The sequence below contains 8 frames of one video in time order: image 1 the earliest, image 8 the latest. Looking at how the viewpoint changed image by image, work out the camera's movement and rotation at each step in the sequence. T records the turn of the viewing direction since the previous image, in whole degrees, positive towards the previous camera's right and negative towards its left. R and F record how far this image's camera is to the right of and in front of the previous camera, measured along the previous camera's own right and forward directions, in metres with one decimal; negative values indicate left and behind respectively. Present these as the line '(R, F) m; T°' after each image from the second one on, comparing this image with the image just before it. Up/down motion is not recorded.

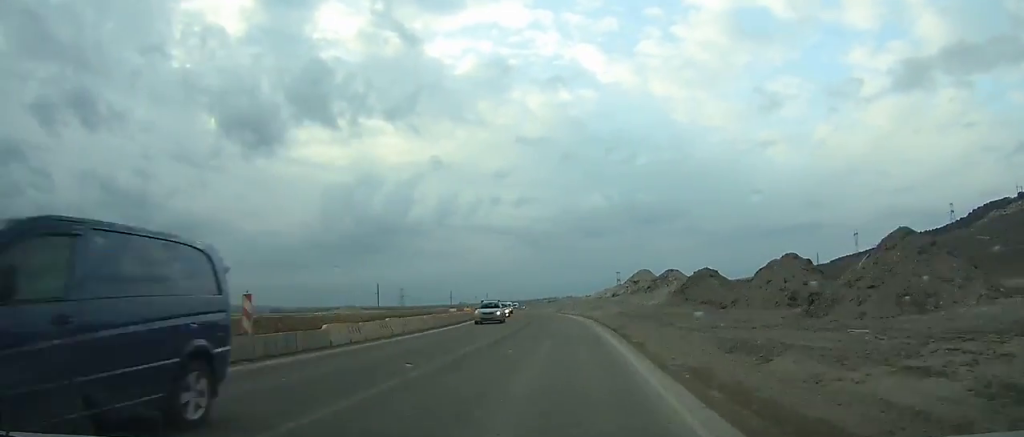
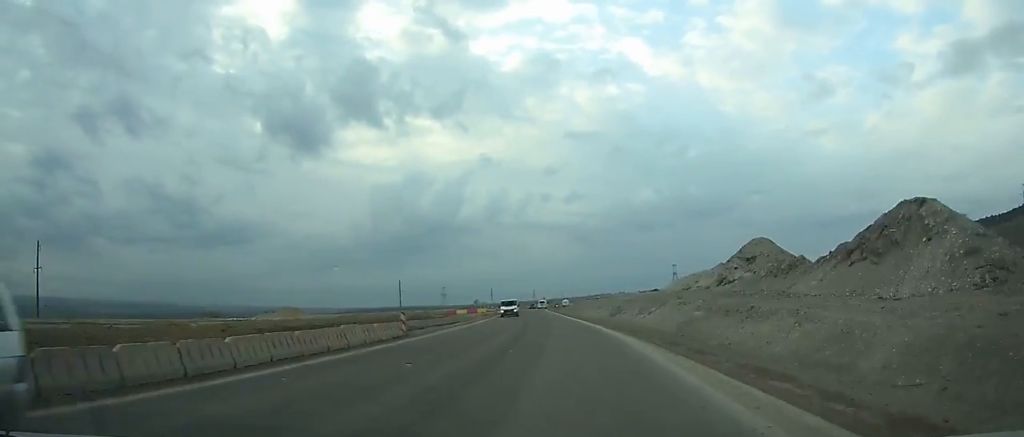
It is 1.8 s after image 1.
(-0.8, +44.1) m; -2°
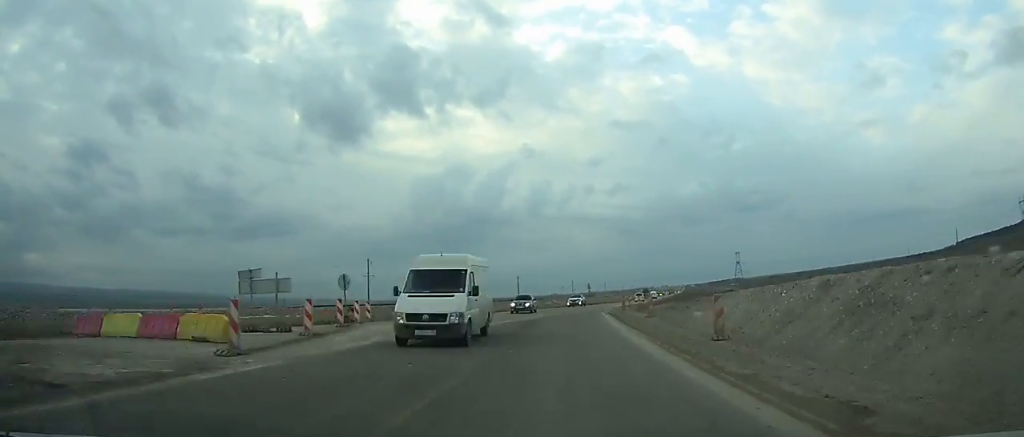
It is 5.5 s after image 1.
(-3.6, +88.9) m; 0°
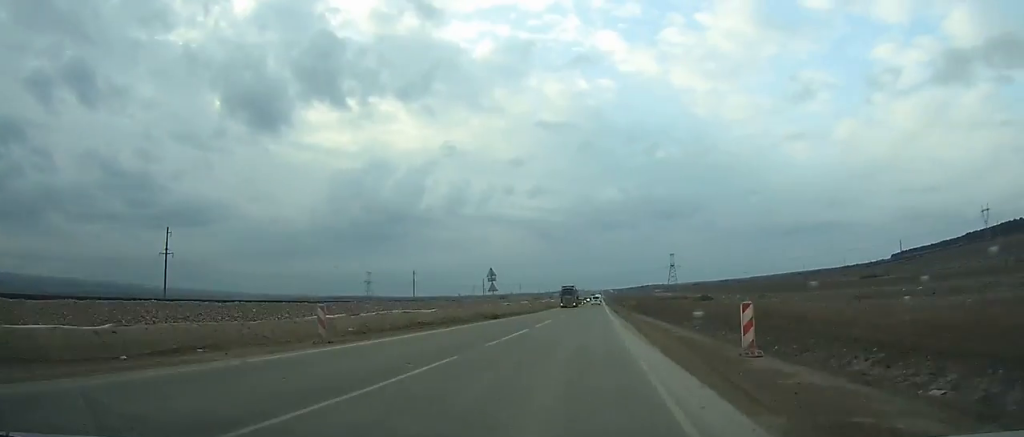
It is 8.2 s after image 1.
(+1.9, +64.5) m; +4°
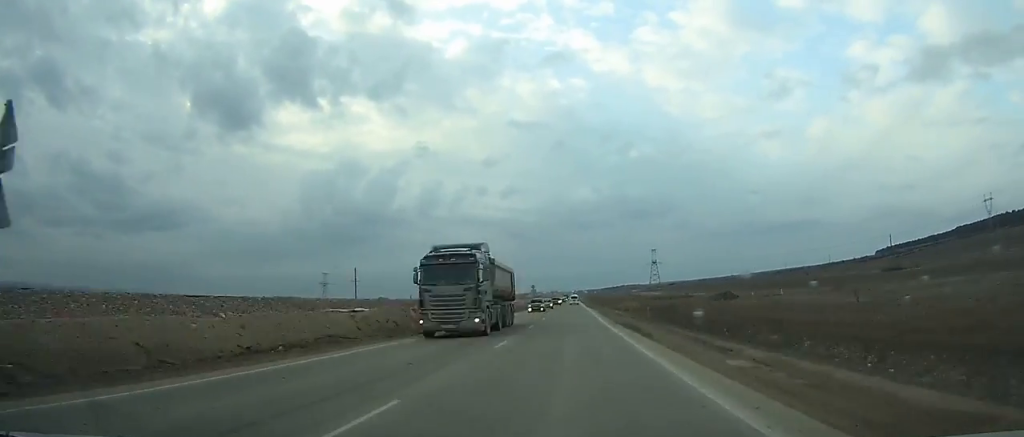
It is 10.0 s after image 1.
(+1.7, +43.4) m; +3°
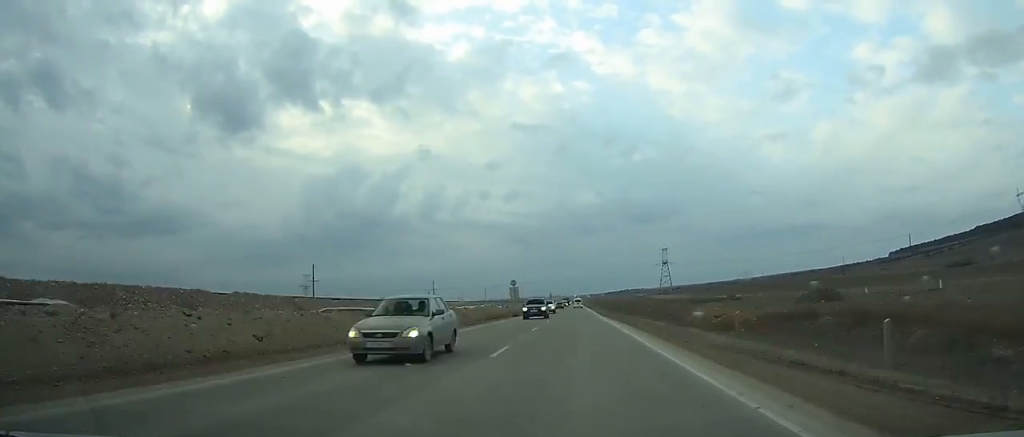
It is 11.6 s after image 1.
(+0.5, +40.1) m; 0°
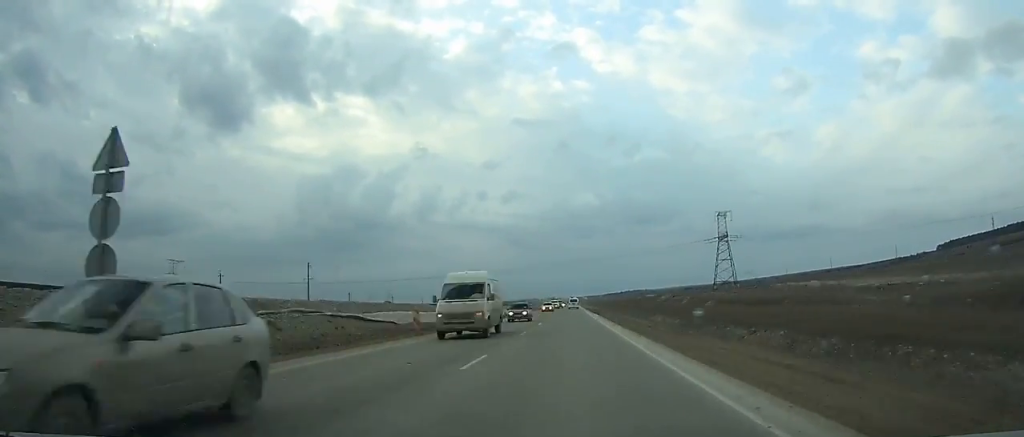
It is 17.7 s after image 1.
(+0.8, +160.1) m; 0°
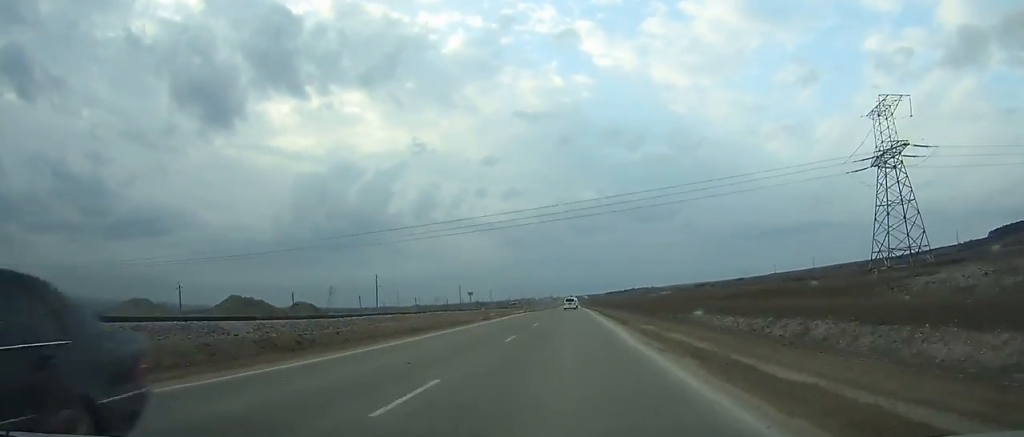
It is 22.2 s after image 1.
(+0.2, +123.8) m; 0°
